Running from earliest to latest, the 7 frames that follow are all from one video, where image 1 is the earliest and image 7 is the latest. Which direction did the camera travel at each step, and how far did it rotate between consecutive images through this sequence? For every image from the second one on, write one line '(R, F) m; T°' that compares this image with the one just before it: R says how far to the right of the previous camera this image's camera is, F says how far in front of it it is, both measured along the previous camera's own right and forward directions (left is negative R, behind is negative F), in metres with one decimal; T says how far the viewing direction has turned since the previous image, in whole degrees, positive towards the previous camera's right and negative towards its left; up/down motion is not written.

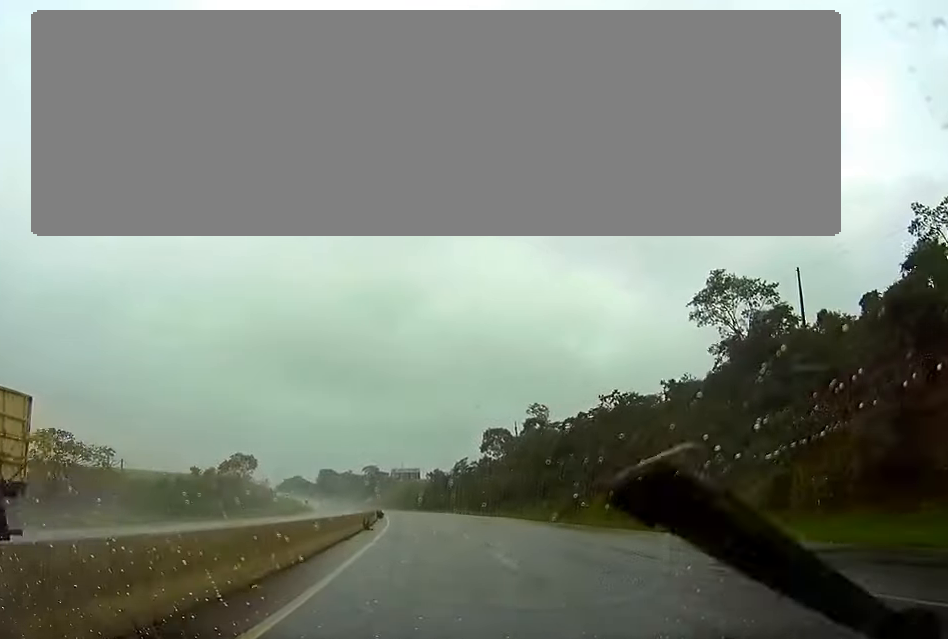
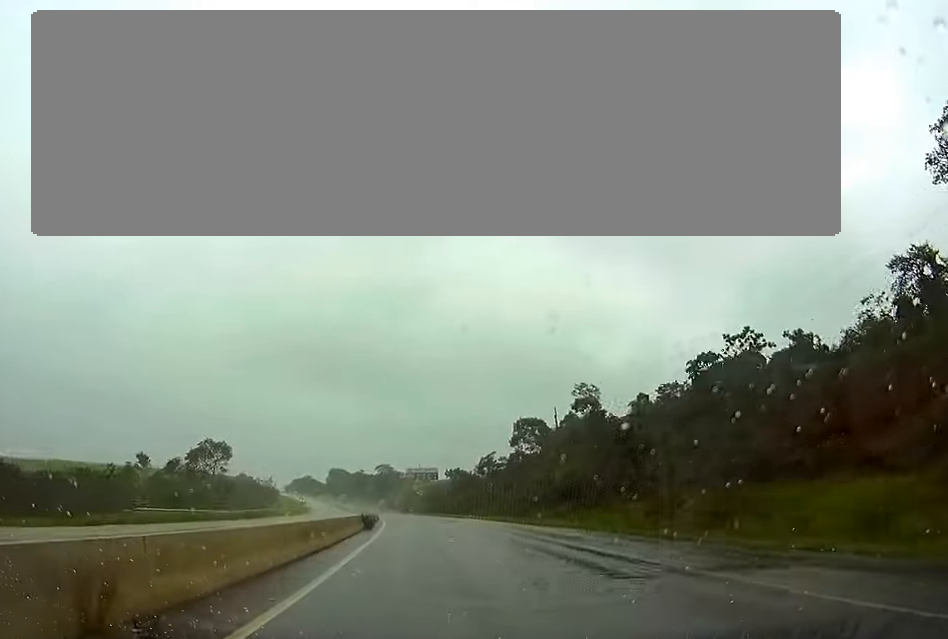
(-0.1, +35.6) m; 0°
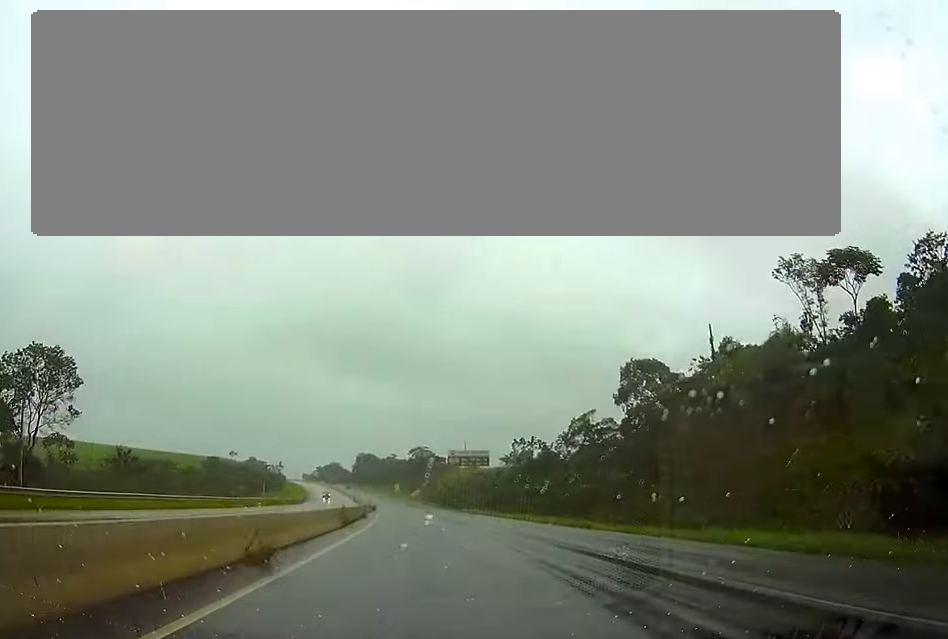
(0.0, +72.7) m; 0°
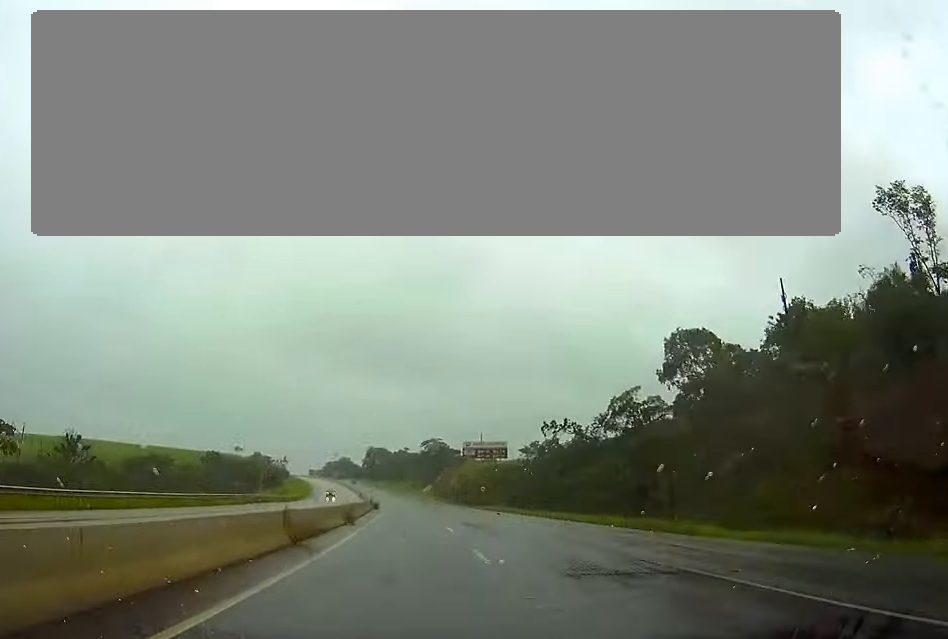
(0.0, +17.3) m; 0°
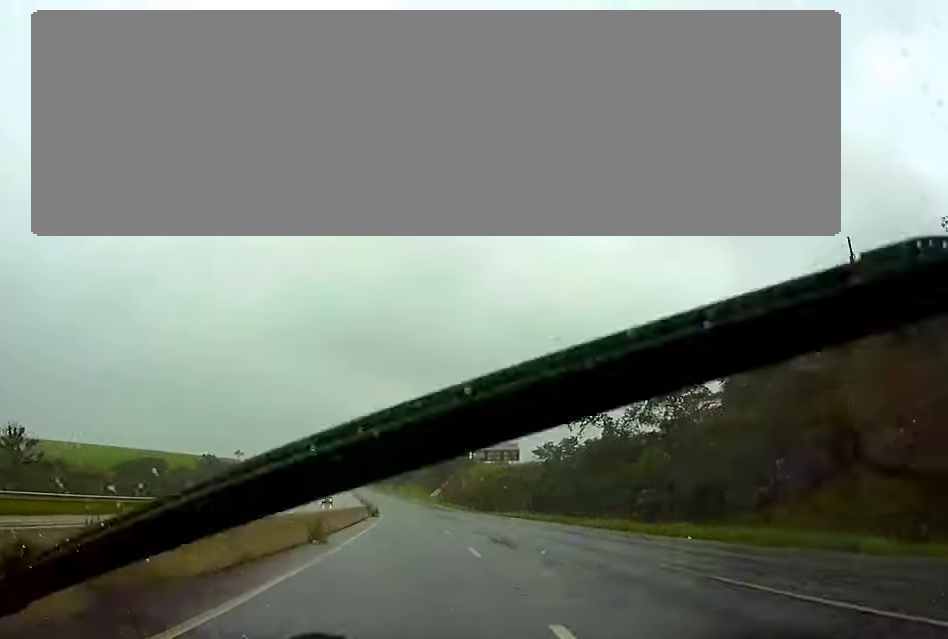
(0.0, +13.0) m; 0°
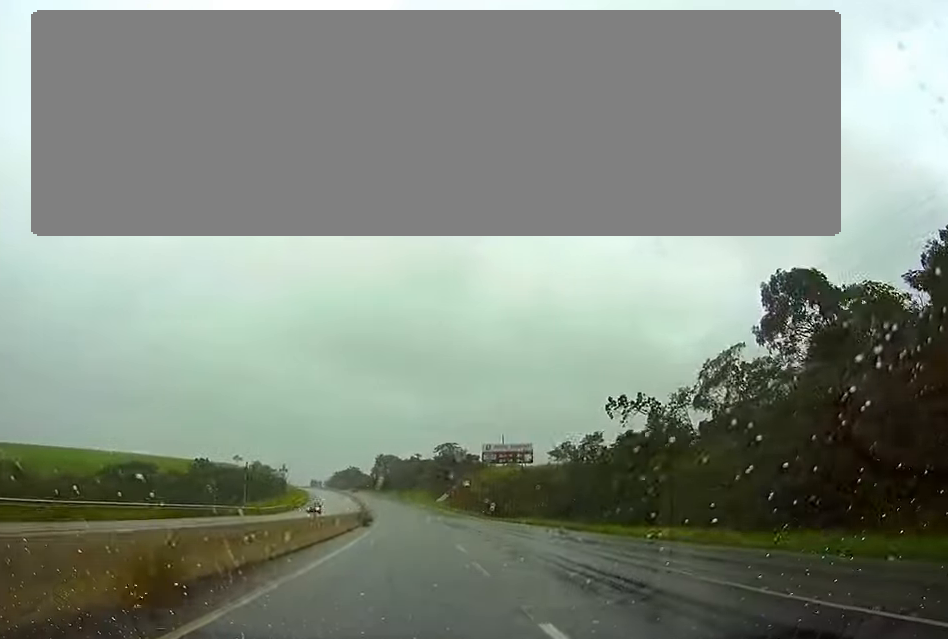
(0.0, +15.5) m; 0°
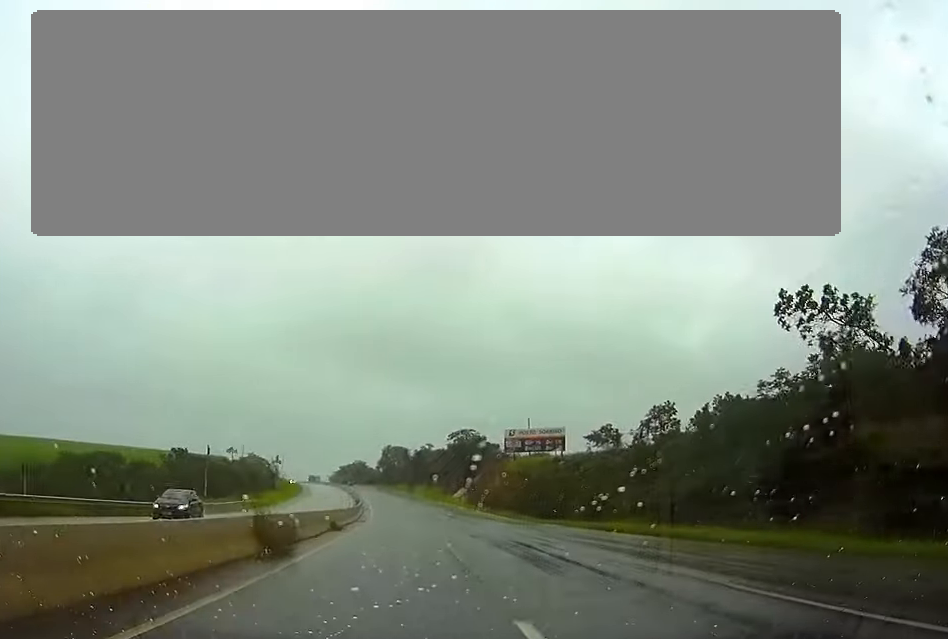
(0.0, +32.1) m; 0°
